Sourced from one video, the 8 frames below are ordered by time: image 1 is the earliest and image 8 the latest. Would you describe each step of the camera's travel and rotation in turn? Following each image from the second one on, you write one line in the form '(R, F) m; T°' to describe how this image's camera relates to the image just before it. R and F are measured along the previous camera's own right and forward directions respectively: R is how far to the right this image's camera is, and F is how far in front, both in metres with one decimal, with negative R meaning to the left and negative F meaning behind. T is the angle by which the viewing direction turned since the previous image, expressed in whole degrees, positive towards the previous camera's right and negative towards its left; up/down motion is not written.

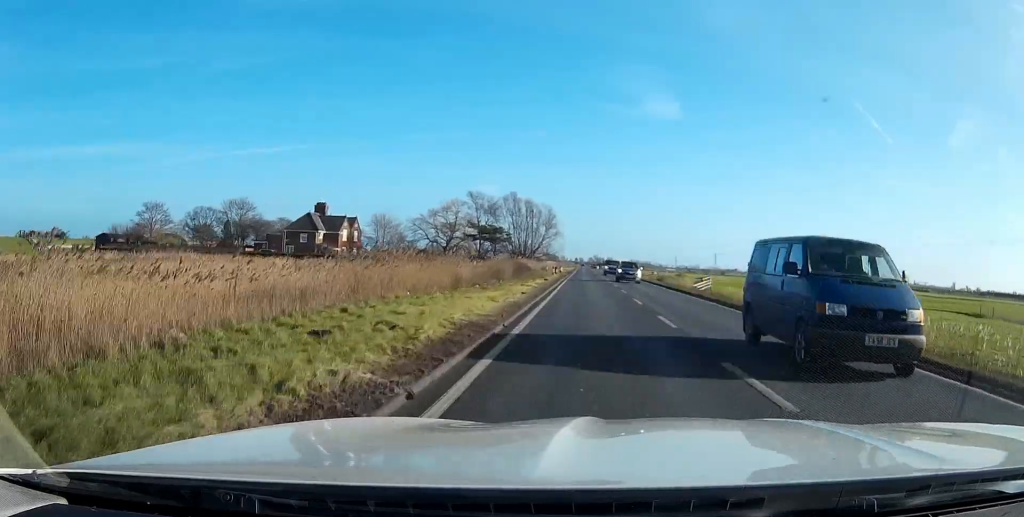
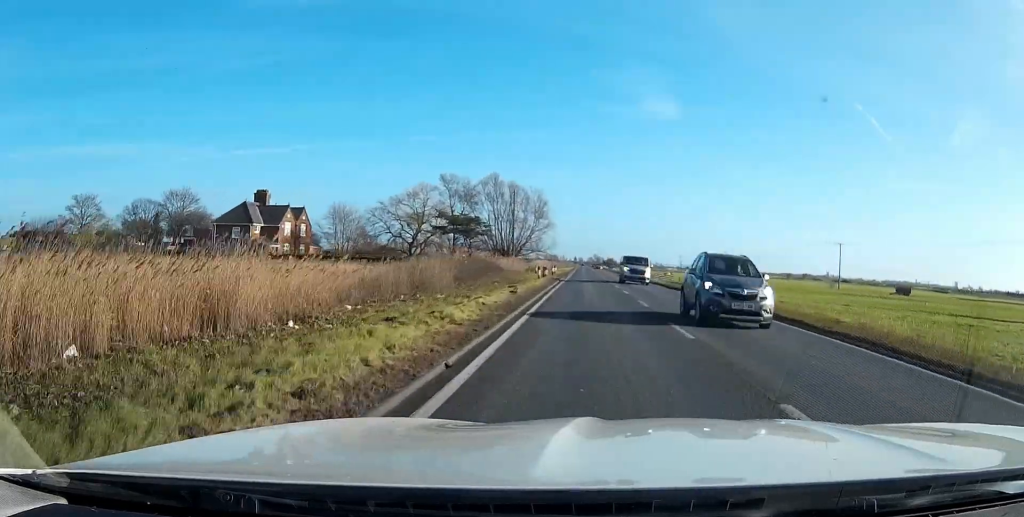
(0.0, +21.8) m; 0°
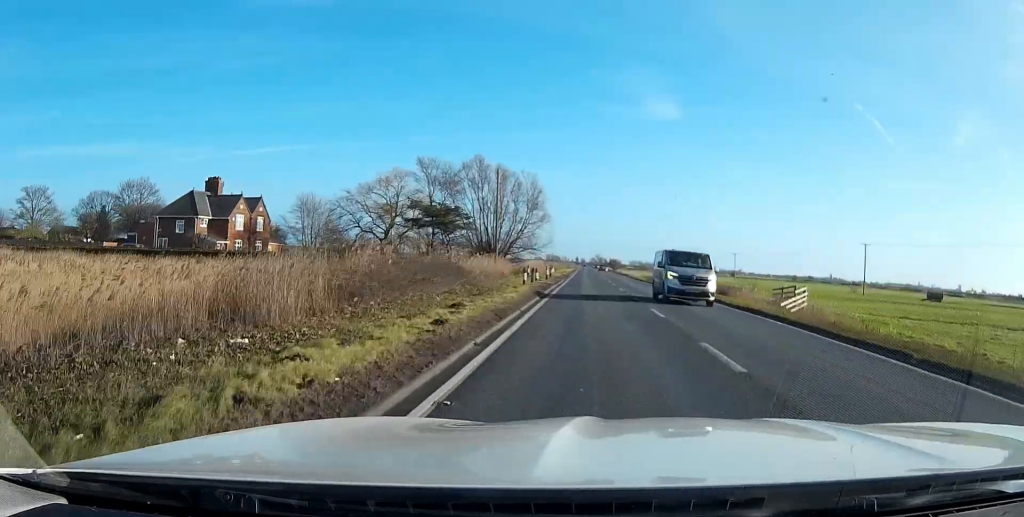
(+0.1, +12.2) m; 0°
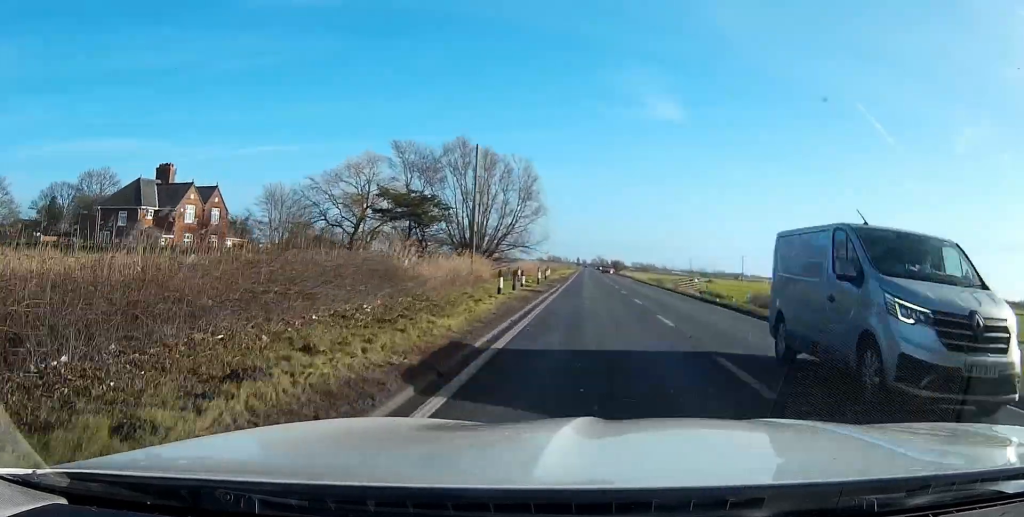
(0.0, +11.4) m; 0°
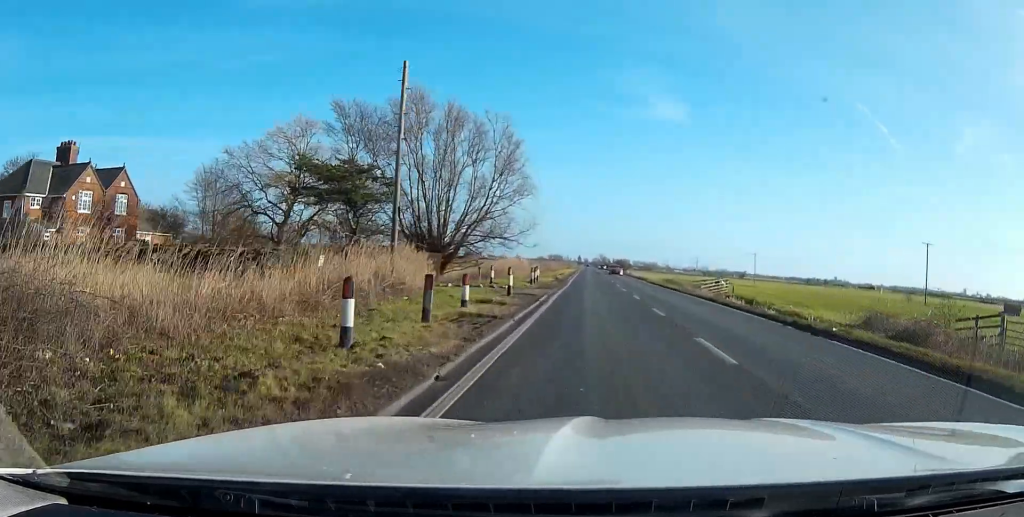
(-0.1, +14.9) m; 0°
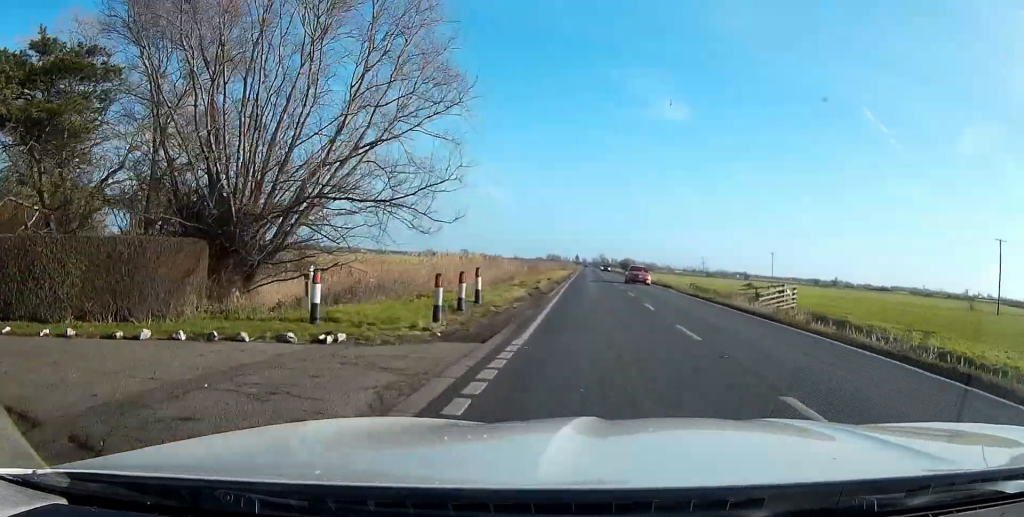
(0.0, +23.6) m; 0°
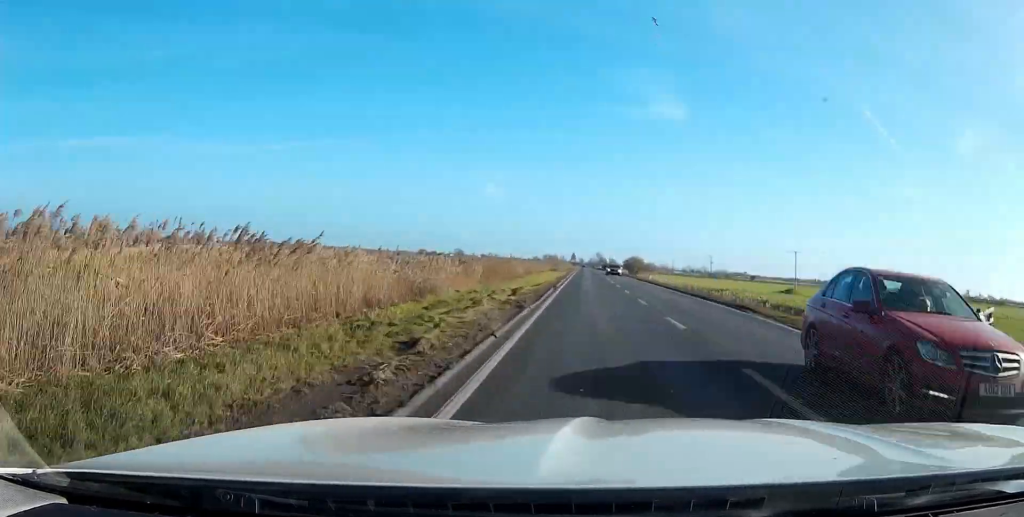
(+0.1, +25.4) m; 0°
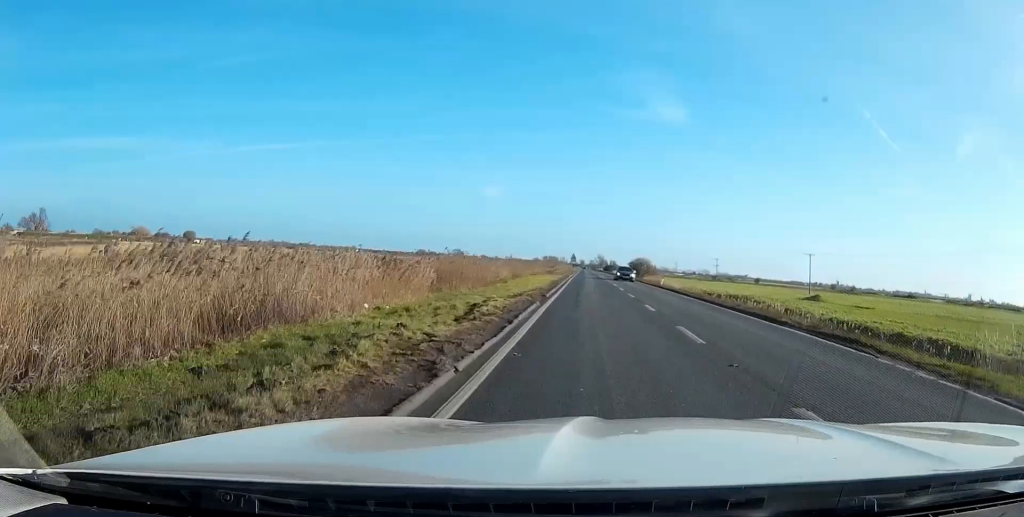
(0.0, +12.2) m; 0°
